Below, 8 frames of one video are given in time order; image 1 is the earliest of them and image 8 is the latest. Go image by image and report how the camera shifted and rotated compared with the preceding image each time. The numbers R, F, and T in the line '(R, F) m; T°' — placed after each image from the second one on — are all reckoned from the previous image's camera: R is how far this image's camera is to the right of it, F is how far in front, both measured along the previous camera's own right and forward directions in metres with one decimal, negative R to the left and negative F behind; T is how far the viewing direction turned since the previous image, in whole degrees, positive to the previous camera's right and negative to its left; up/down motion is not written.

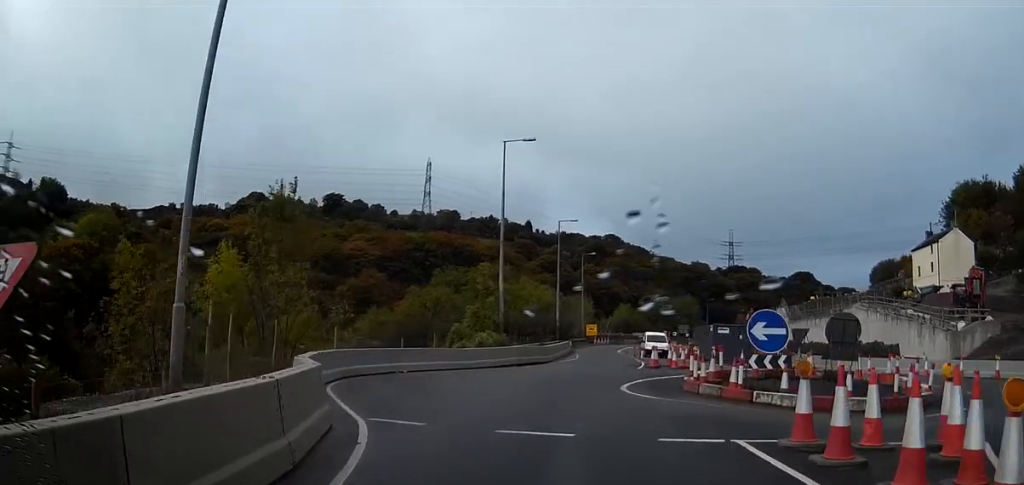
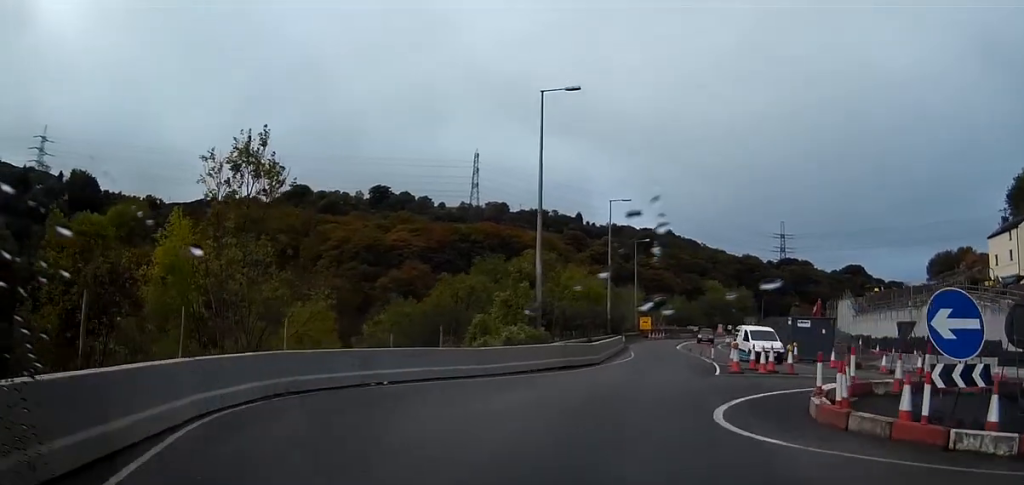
(-0.2, +8.1) m; +1°
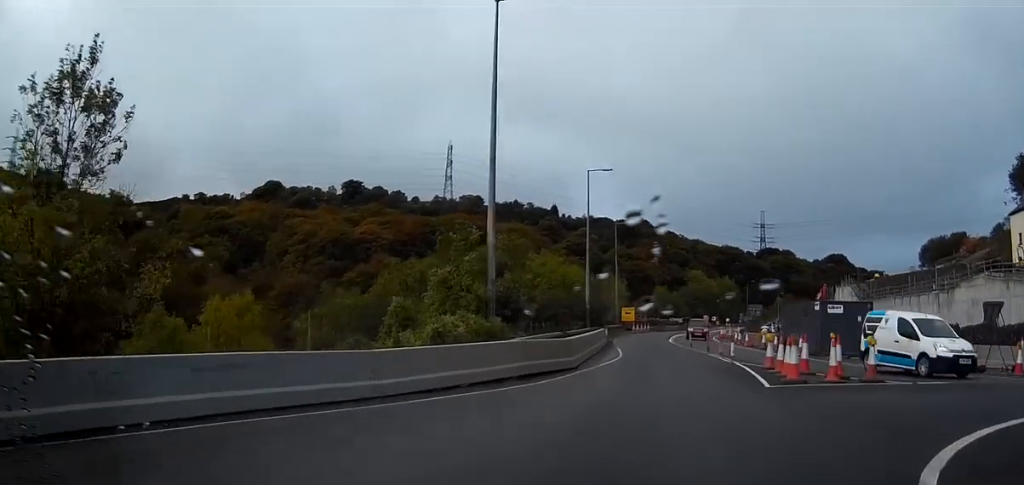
(+0.4, +9.1) m; +4°
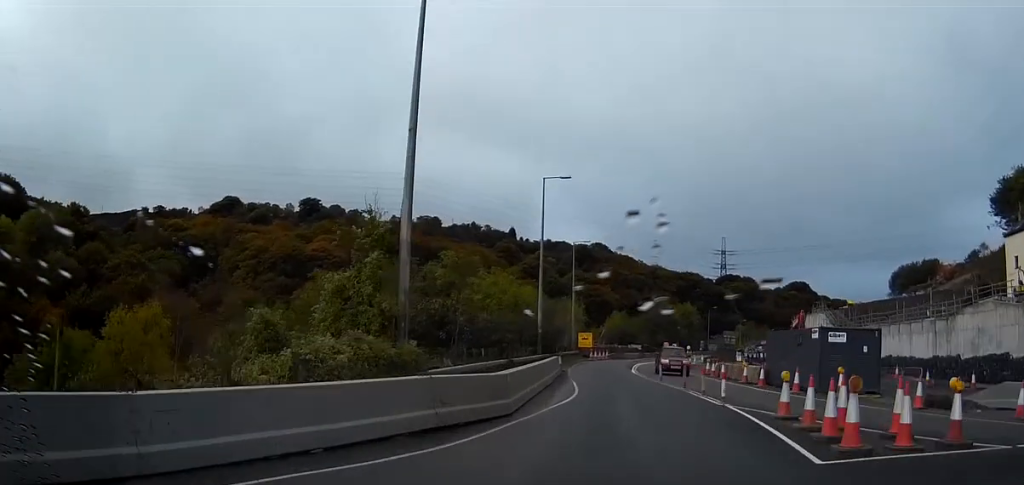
(+0.1, +6.0) m; +1°
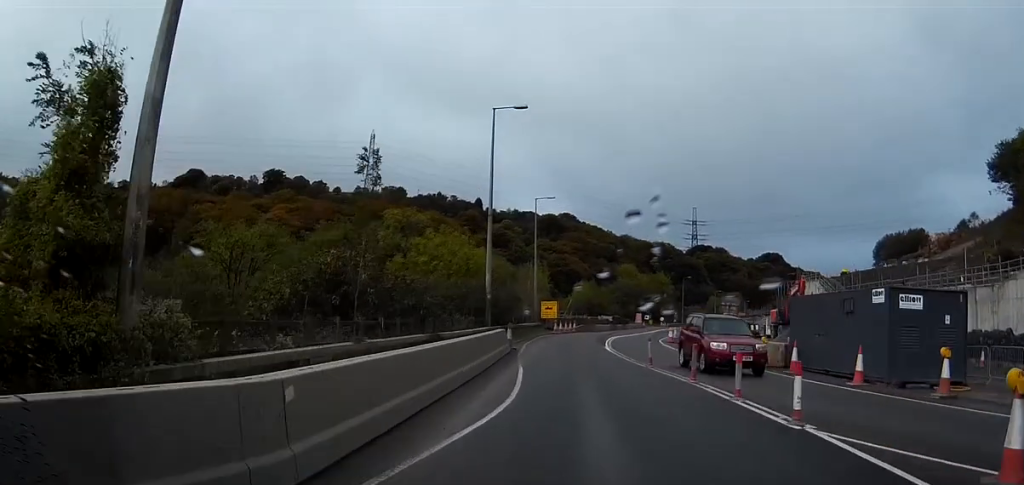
(+0.1, +9.8) m; +1°
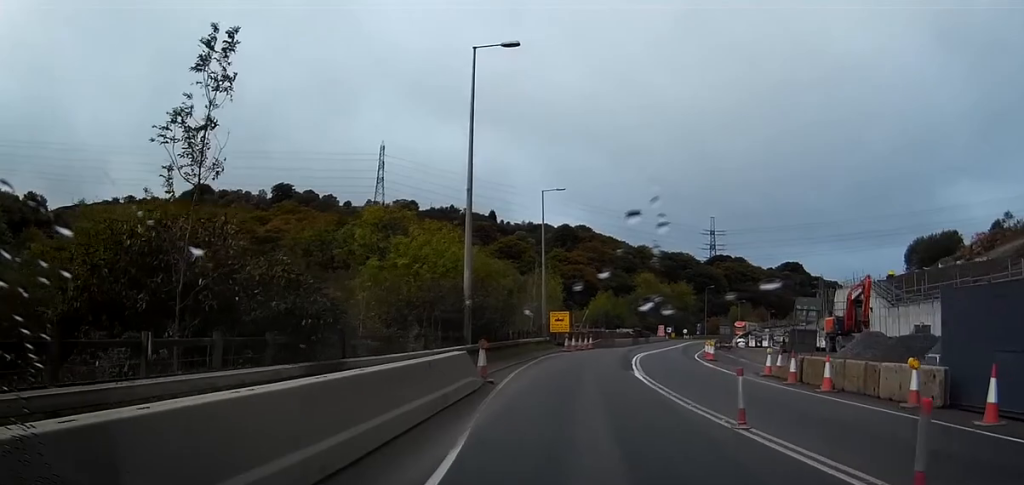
(0.0, +11.2) m; 0°
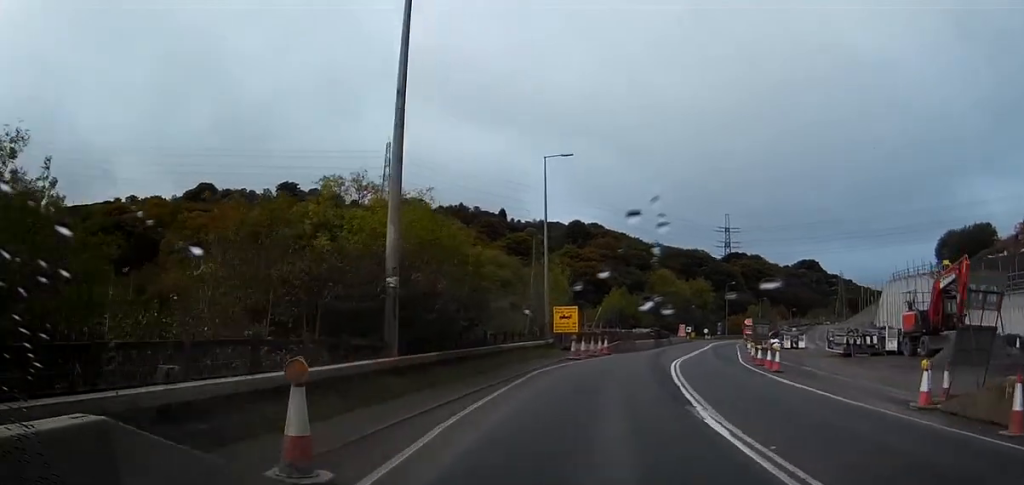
(-0.1, +12.3) m; 0°
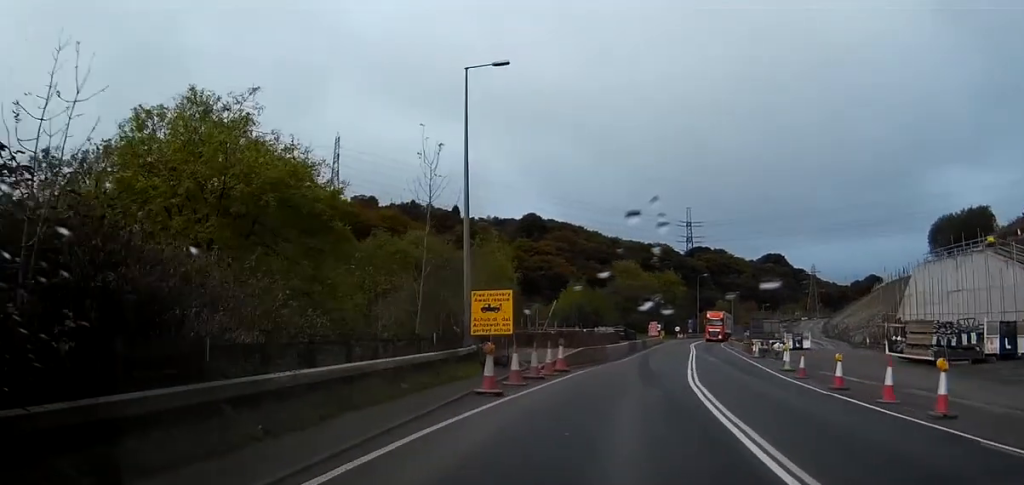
(+0.4, +17.6) m; +3°
